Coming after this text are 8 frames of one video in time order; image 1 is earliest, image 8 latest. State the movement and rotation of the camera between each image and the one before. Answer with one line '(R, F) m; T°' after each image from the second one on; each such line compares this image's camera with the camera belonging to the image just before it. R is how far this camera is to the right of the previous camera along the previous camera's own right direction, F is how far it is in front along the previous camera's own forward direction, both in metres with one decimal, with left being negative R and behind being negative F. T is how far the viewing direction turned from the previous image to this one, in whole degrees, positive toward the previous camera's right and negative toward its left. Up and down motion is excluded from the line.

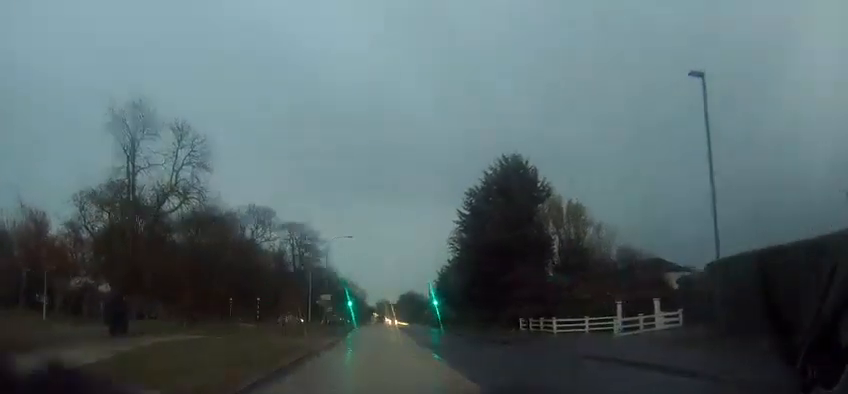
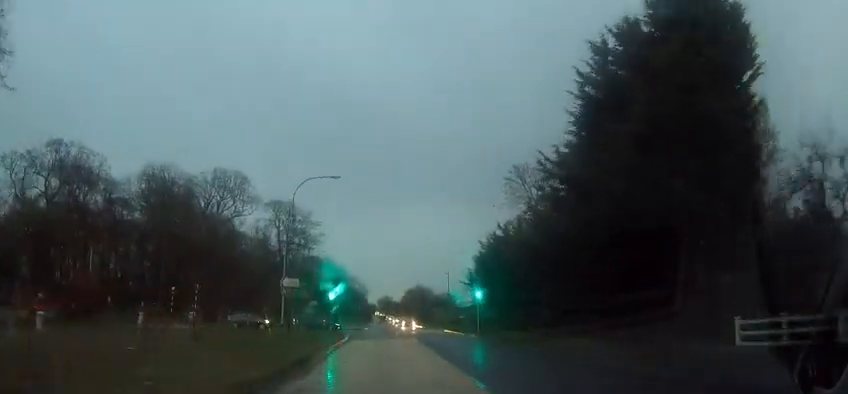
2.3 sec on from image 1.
(-0.3, +24.9) m; 0°
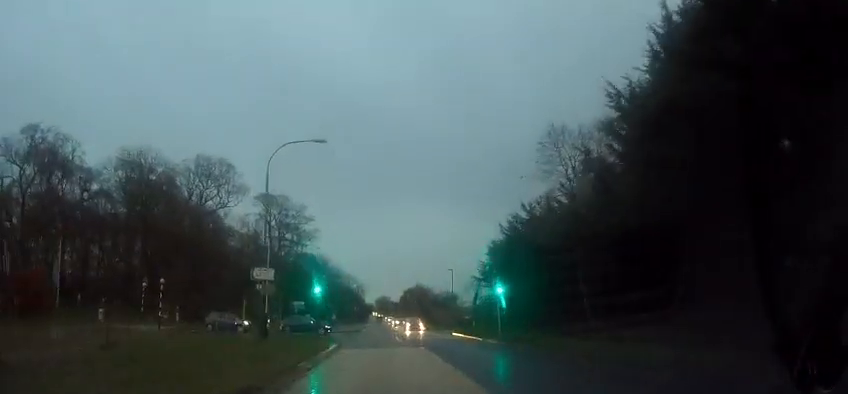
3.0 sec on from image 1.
(+0.2, +7.1) m; +1°
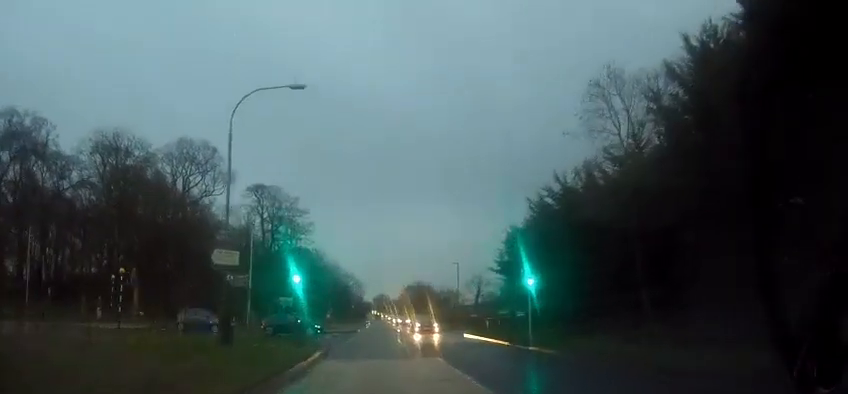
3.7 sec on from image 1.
(+0.1, +6.3) m; 0°
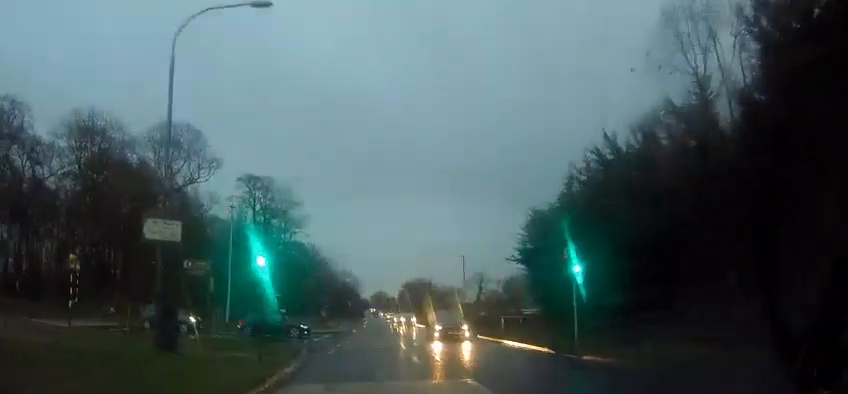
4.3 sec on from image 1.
(+0.1, +5.7) m; -2°
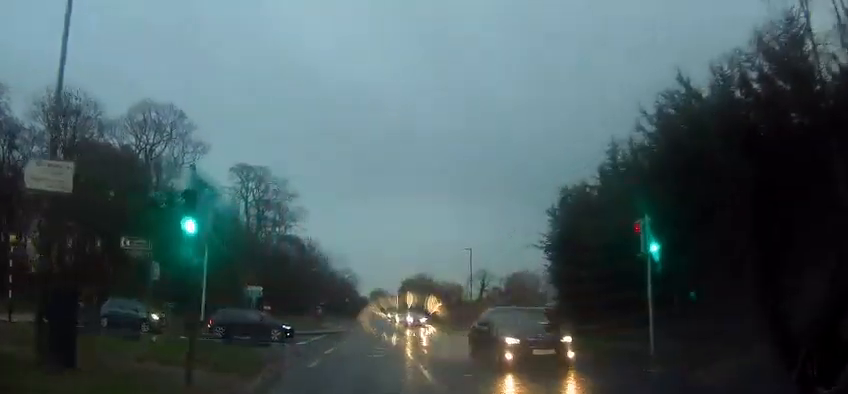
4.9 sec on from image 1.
(-0.1, +5.3) m; -1°
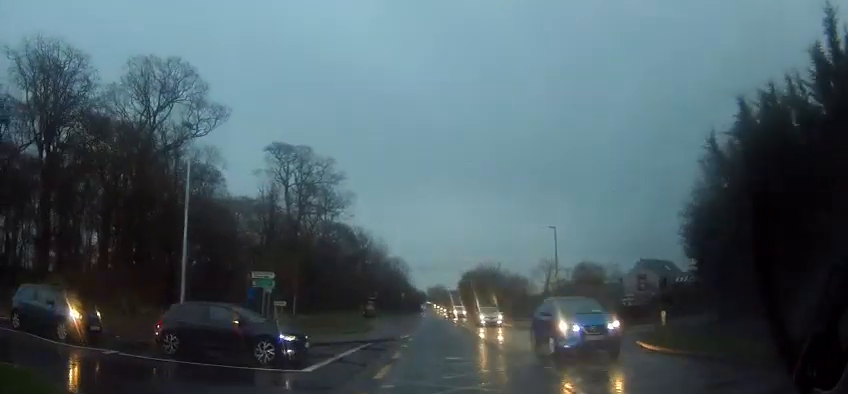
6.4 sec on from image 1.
(-0.2, +11.5) m; -8°
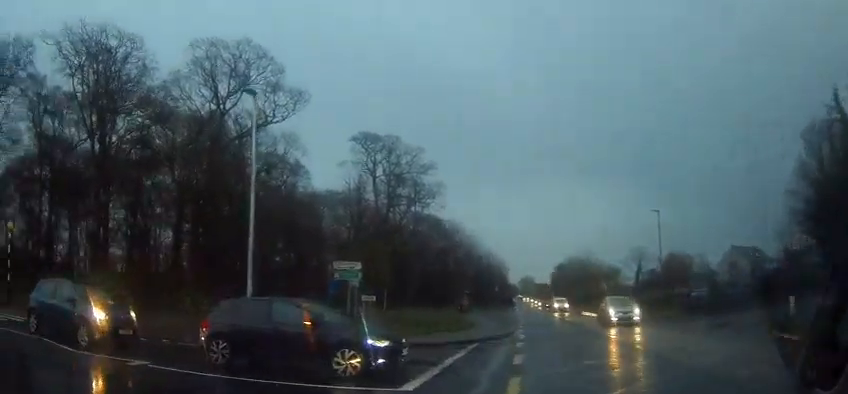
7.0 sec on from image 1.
(-0.5, +3.3) m; -16°
